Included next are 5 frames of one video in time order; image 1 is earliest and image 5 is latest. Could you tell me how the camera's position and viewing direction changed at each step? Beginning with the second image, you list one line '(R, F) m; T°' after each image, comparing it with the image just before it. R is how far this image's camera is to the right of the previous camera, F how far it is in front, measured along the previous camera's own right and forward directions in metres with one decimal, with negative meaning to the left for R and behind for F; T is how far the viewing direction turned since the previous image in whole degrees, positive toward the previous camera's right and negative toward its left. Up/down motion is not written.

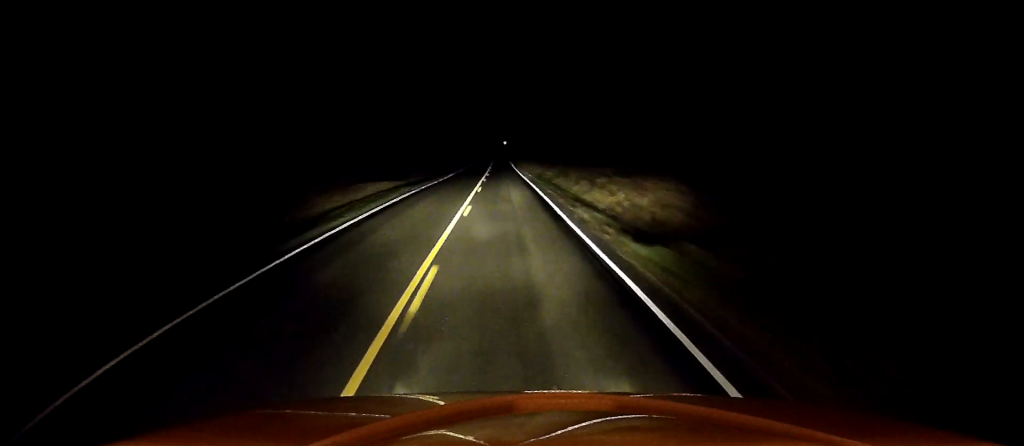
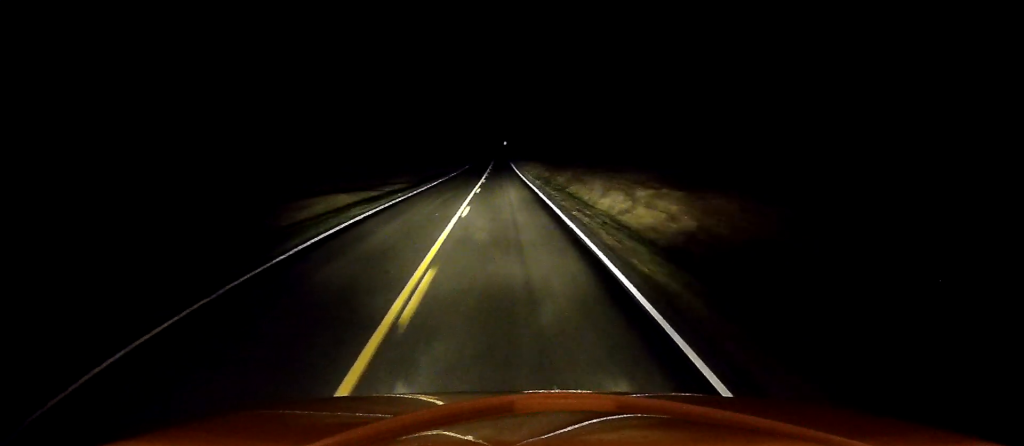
(0.0, +12.3) m; 0°
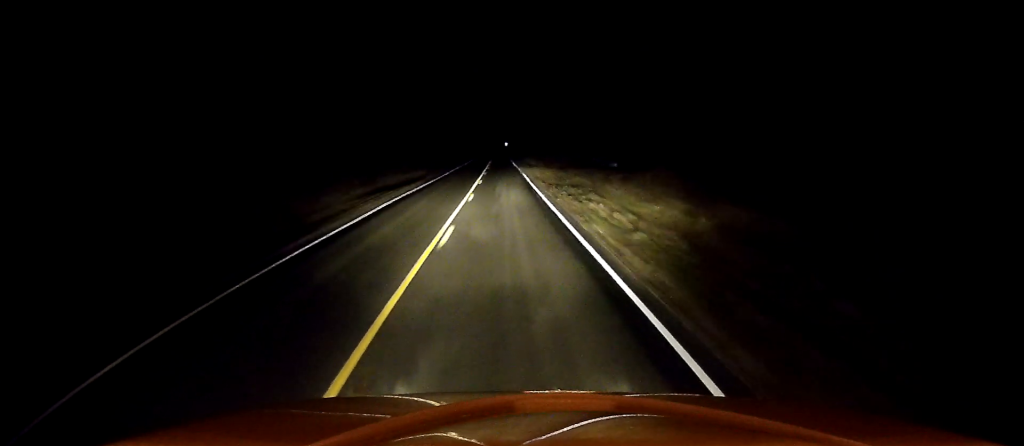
(0.0, +65.8) m; 0°
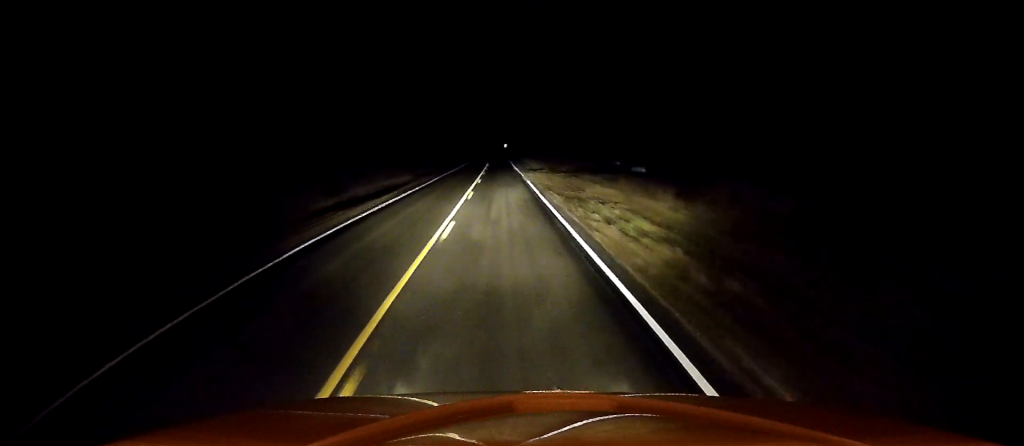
(0.0, +11.1) m; 0°
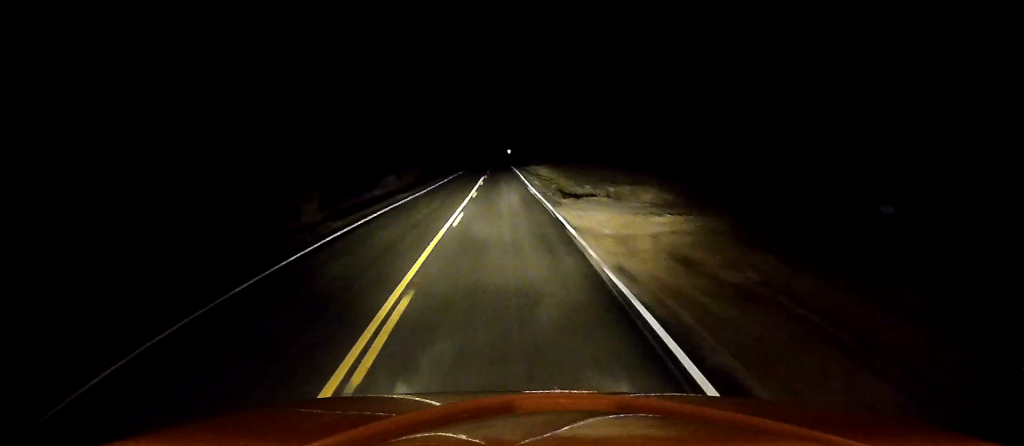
(+0.1, +32.8) m; 0°
